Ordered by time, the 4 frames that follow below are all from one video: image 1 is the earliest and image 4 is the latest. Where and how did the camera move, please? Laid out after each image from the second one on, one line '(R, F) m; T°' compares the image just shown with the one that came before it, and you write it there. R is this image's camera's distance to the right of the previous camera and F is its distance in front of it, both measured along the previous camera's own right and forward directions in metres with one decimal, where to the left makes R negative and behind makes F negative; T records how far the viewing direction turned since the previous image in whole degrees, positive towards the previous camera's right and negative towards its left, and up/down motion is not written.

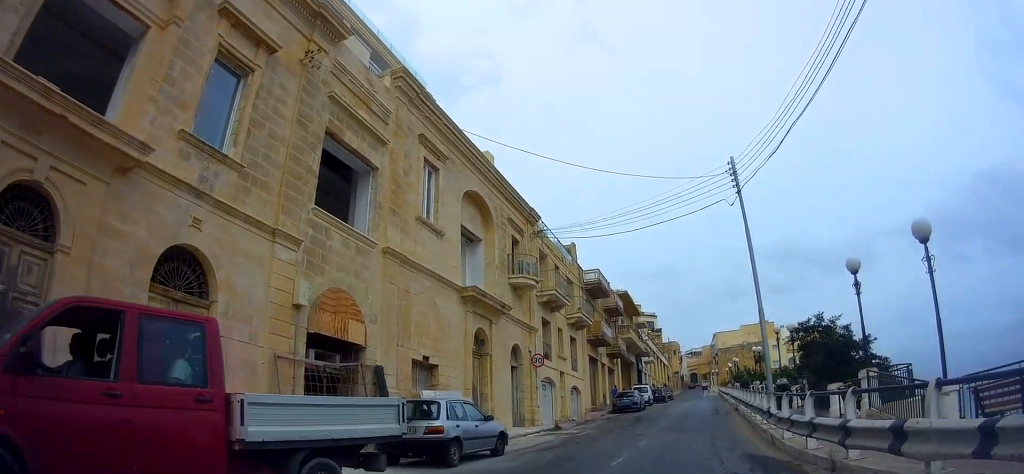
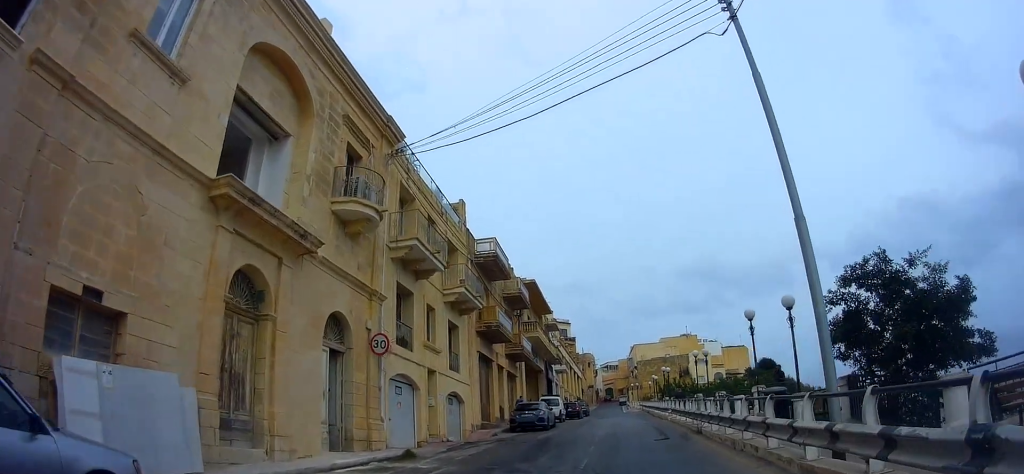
(+1.2, +7.5) m; +8°
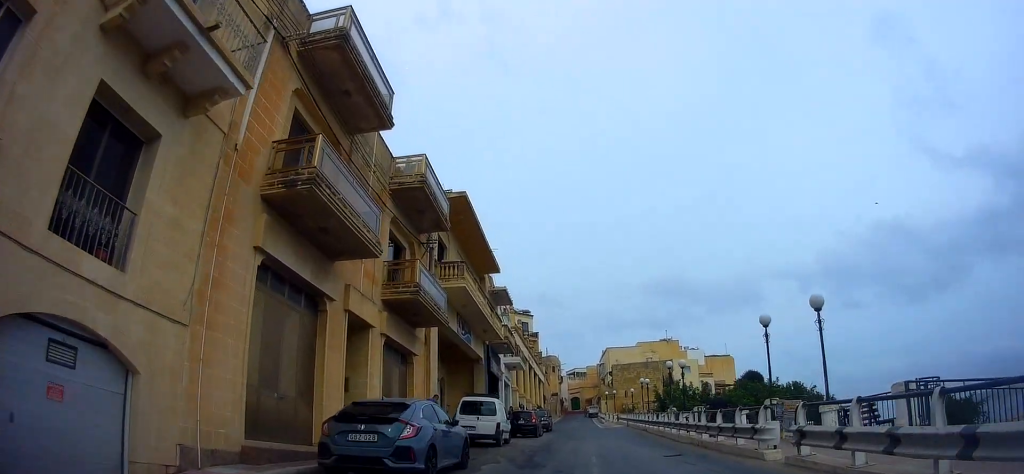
(+1.3, +15.5) m; +10°
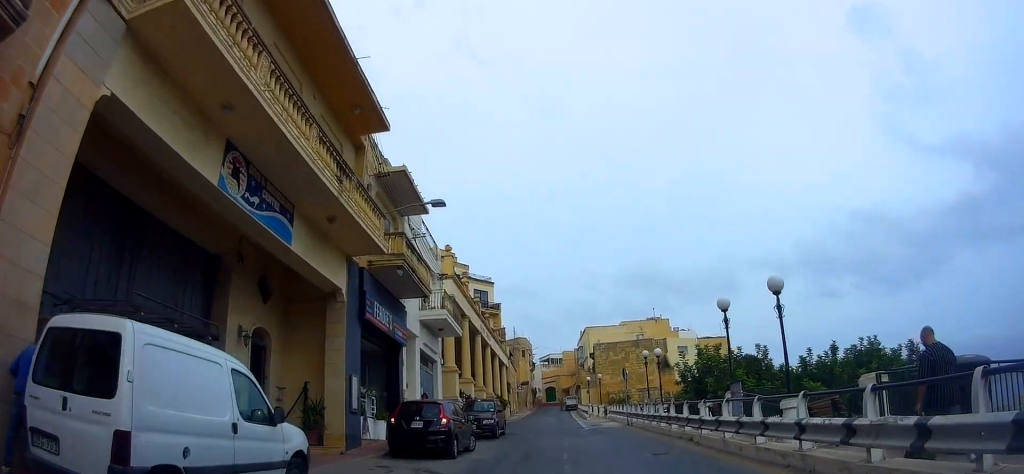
(+0.4, +15.9) m; +2°
